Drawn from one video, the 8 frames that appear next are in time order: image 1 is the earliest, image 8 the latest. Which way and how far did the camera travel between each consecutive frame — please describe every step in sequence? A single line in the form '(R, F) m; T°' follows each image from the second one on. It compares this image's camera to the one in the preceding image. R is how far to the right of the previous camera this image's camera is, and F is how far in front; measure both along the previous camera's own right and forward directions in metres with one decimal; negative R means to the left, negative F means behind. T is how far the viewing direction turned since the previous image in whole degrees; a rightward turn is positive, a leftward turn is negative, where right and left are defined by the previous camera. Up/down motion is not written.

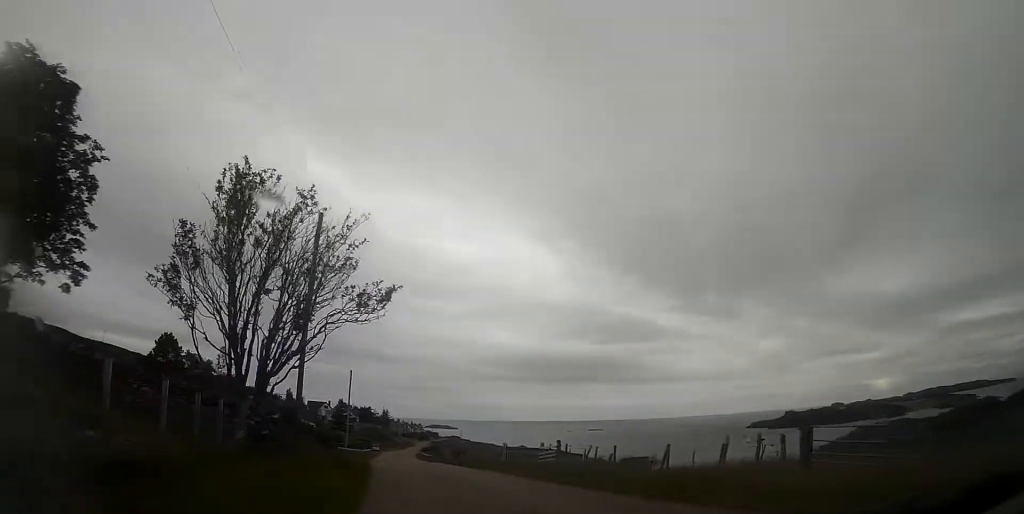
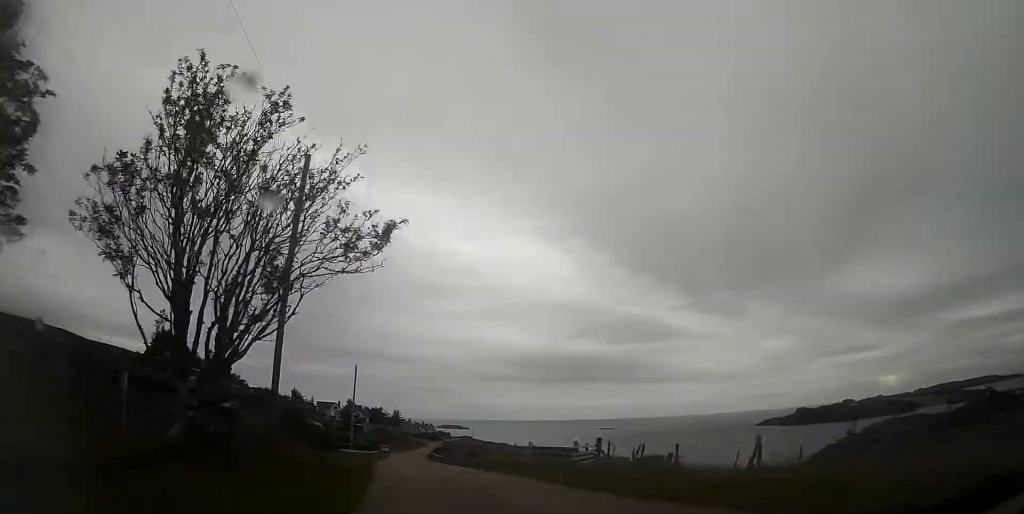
(-0.1, +4.6) m; -1°
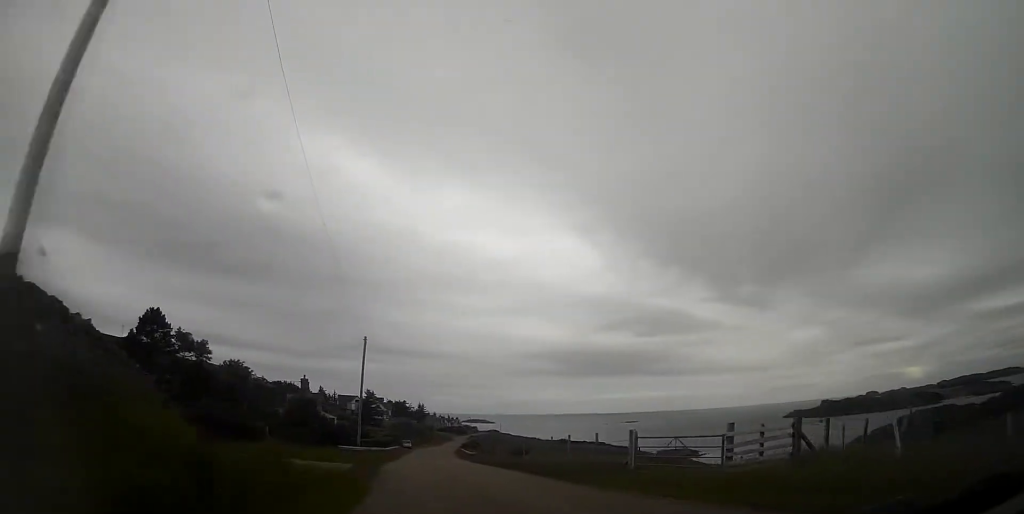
(-0.2, +11.5) m; -2°
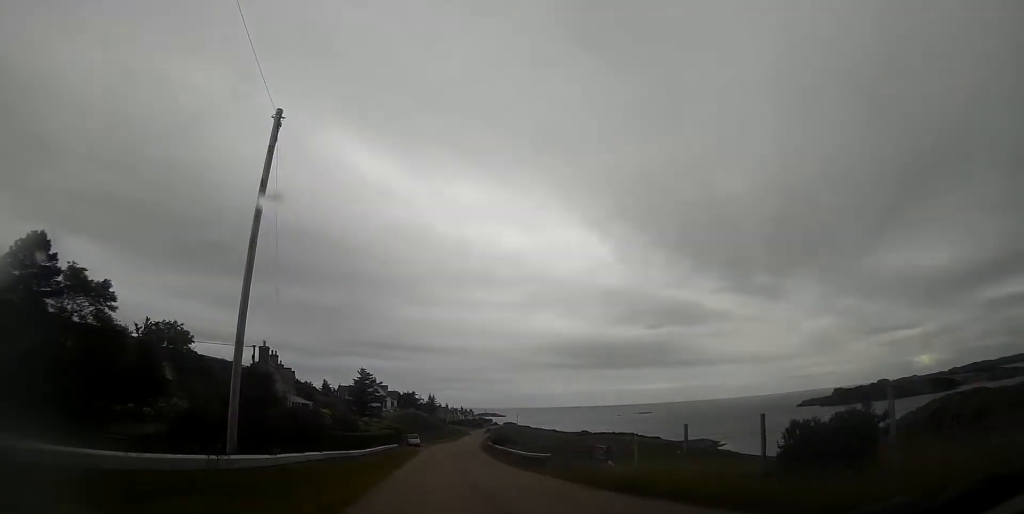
(-0.2, +28.0) m; 0°
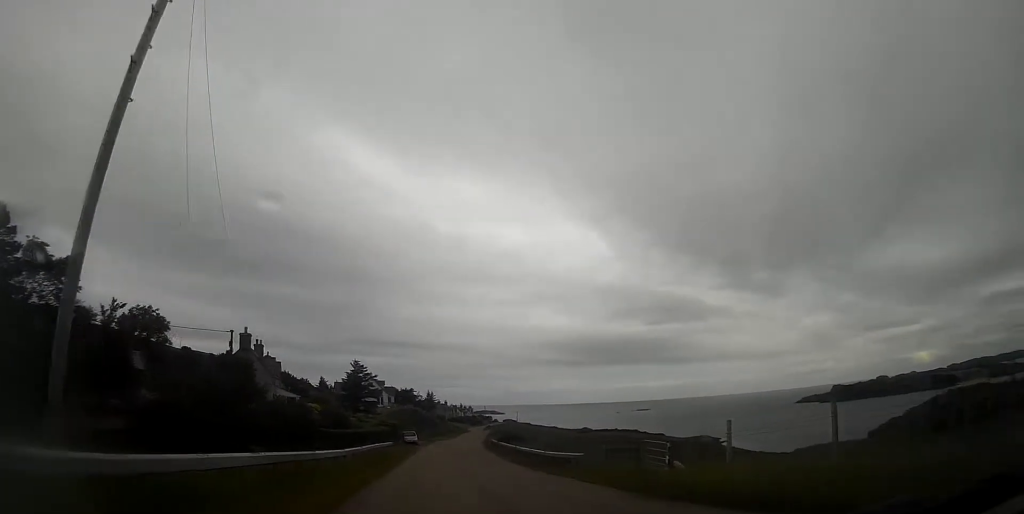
(0.0, +6.1) m; +1°
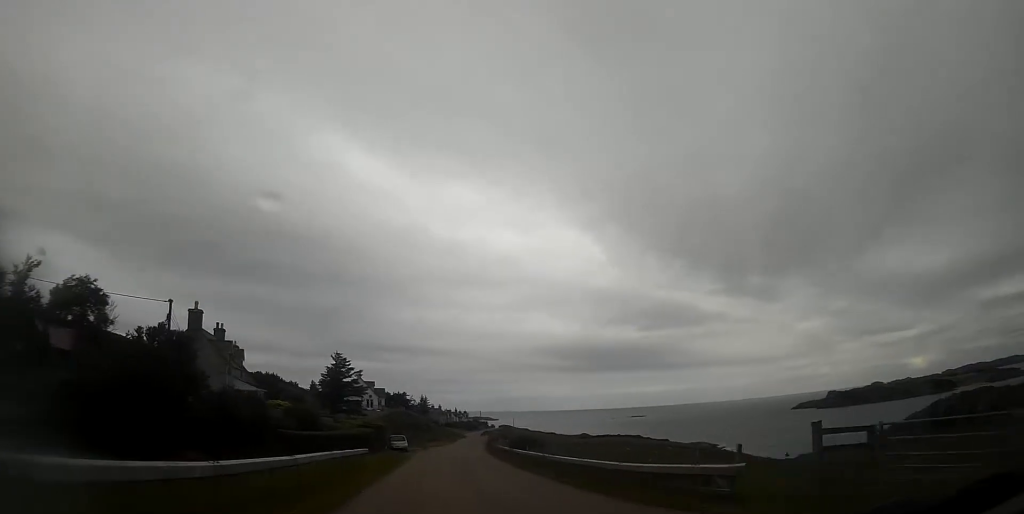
(+0.1, +11.7) m; +1°
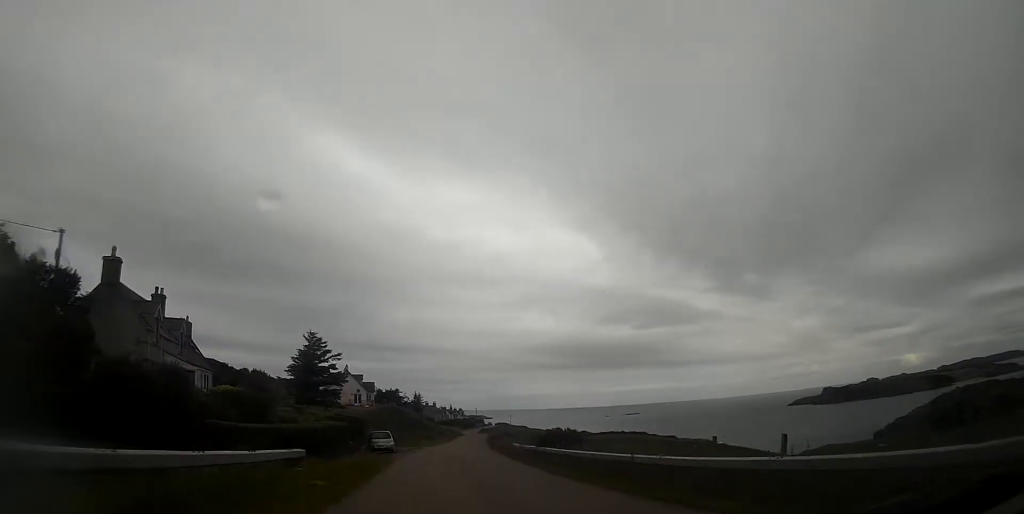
(+0.1, +12.7) m; +1°
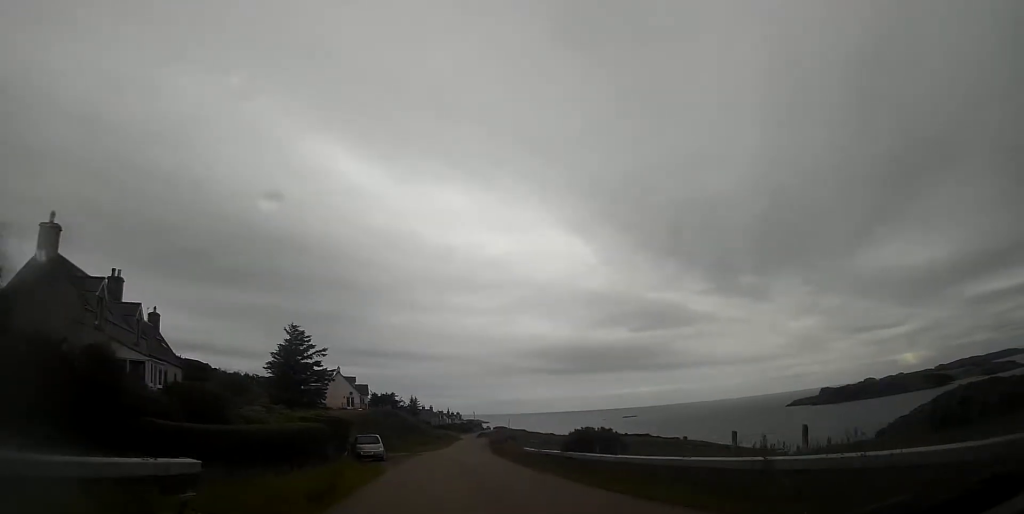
(0.0, +6.4) m; 0°
